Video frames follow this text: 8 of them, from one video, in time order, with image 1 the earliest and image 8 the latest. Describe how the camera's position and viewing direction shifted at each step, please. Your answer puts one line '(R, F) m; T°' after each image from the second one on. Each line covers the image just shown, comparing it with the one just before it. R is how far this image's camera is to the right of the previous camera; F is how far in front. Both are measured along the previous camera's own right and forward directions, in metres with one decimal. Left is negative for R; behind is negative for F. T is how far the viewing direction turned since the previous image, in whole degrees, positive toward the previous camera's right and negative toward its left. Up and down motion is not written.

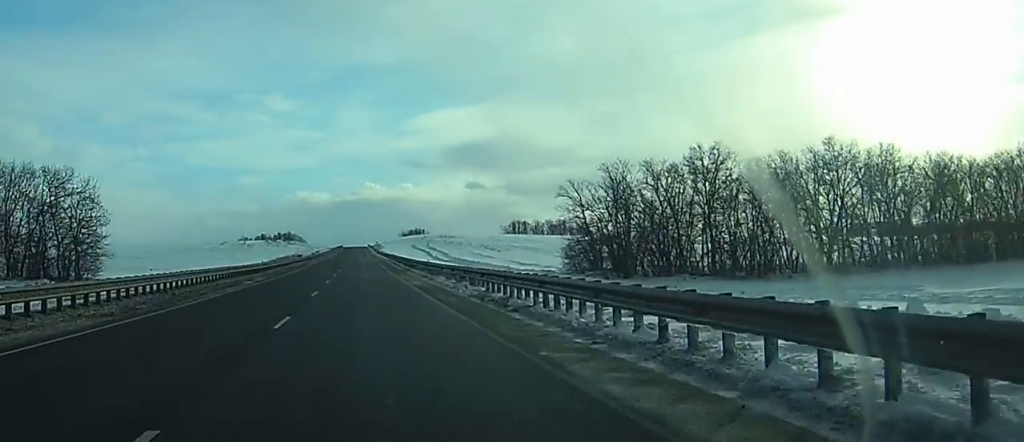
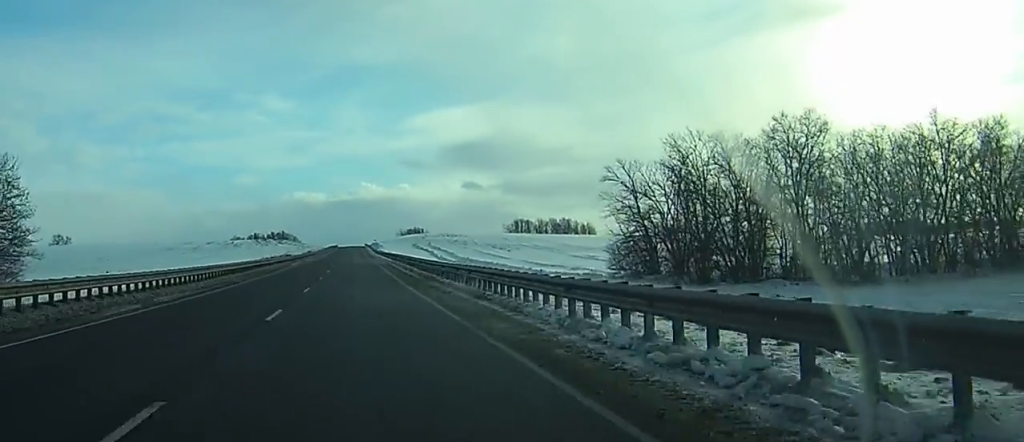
(+0.1, +23.2) m; 0°
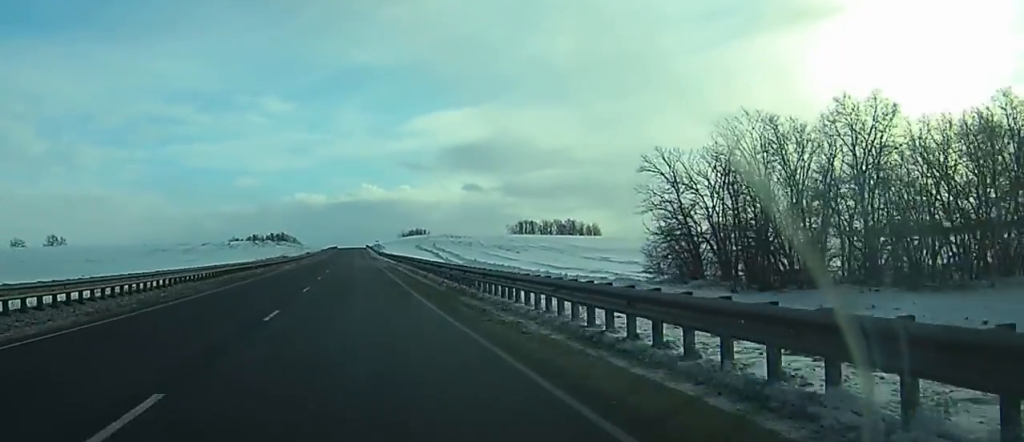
(0.0, +11.6) m; 0°
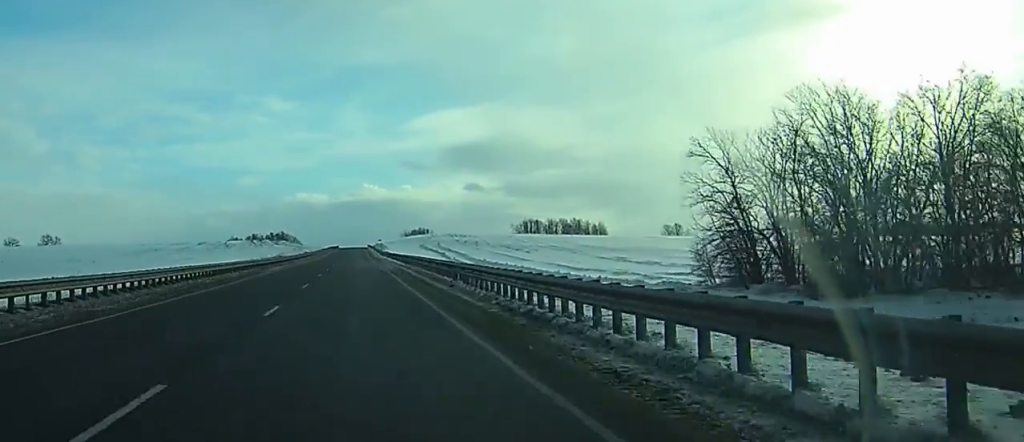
(+0.1, +11.6) m; 0°
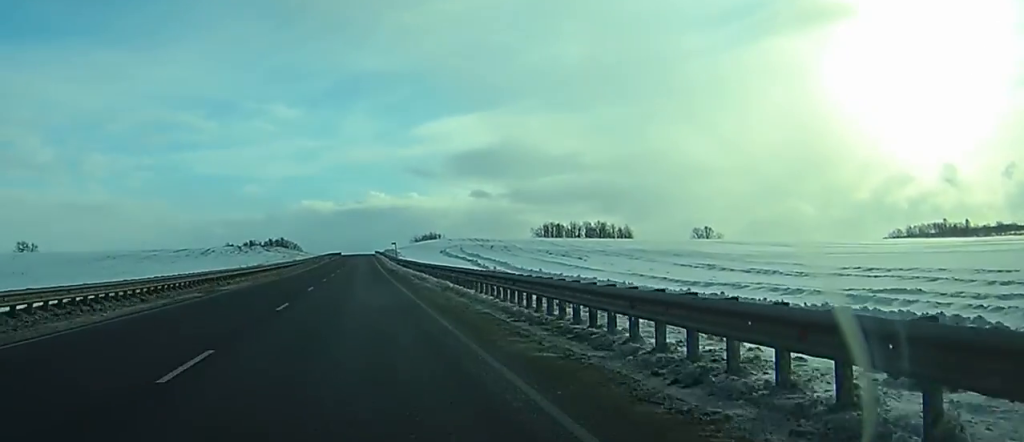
(0.0, +44.8) m; -1°
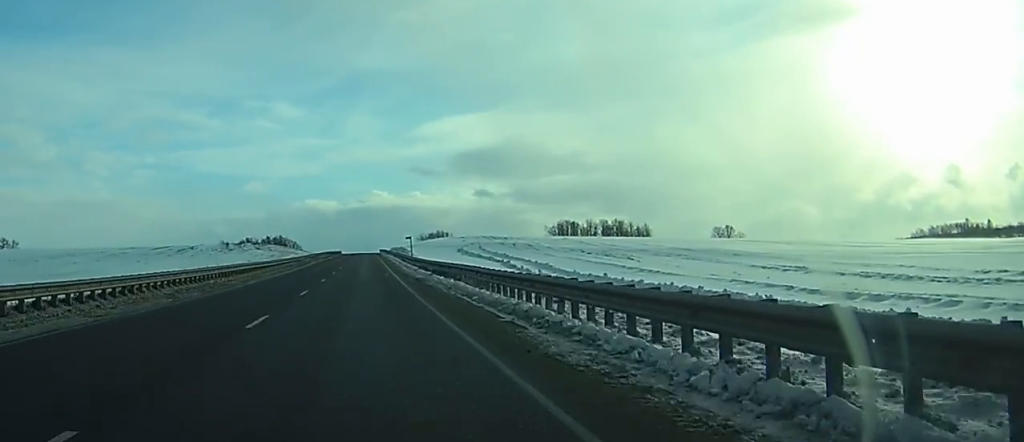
(-0.2, +29.7) m; -1°
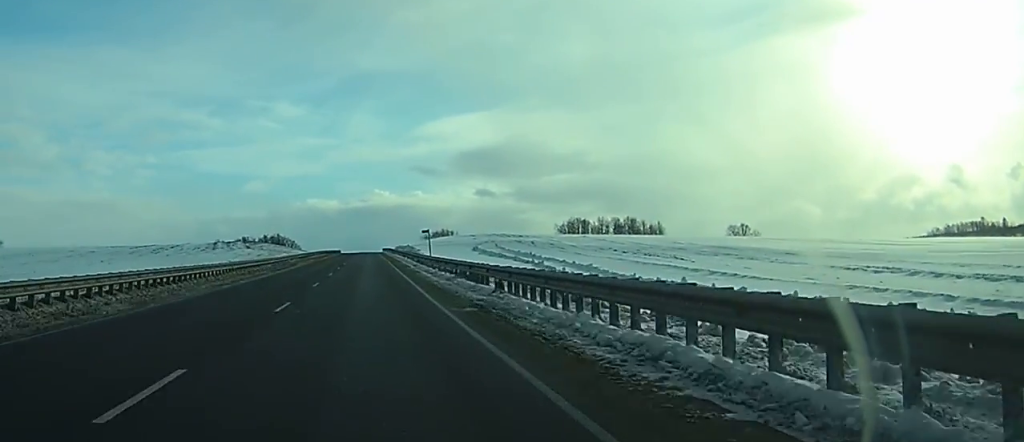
(-0.2, +20.7) m; 0°
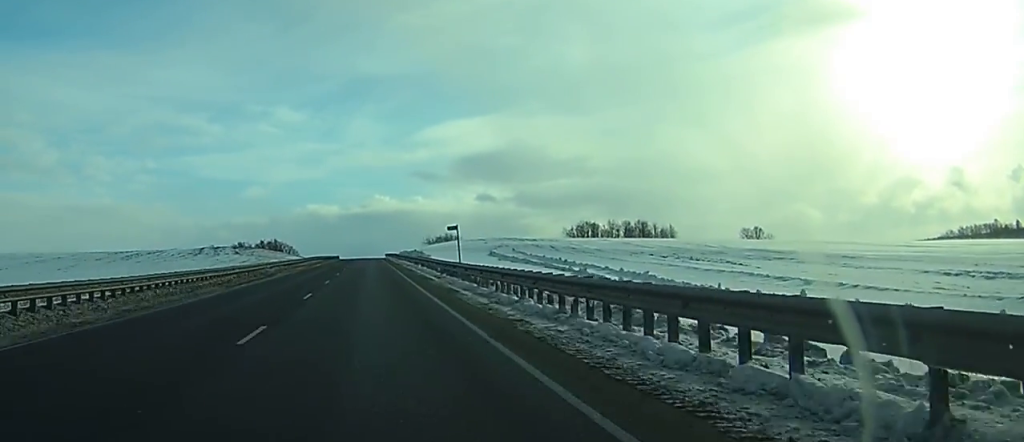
(+0.1, +18.1) m; 0°
